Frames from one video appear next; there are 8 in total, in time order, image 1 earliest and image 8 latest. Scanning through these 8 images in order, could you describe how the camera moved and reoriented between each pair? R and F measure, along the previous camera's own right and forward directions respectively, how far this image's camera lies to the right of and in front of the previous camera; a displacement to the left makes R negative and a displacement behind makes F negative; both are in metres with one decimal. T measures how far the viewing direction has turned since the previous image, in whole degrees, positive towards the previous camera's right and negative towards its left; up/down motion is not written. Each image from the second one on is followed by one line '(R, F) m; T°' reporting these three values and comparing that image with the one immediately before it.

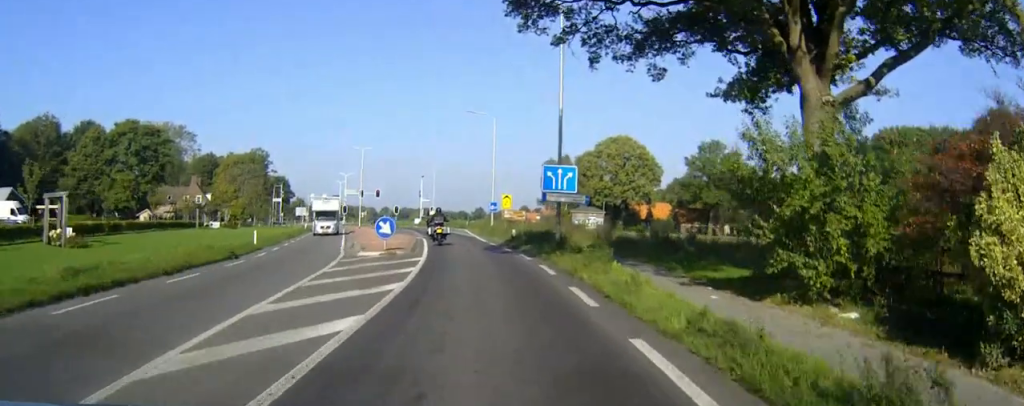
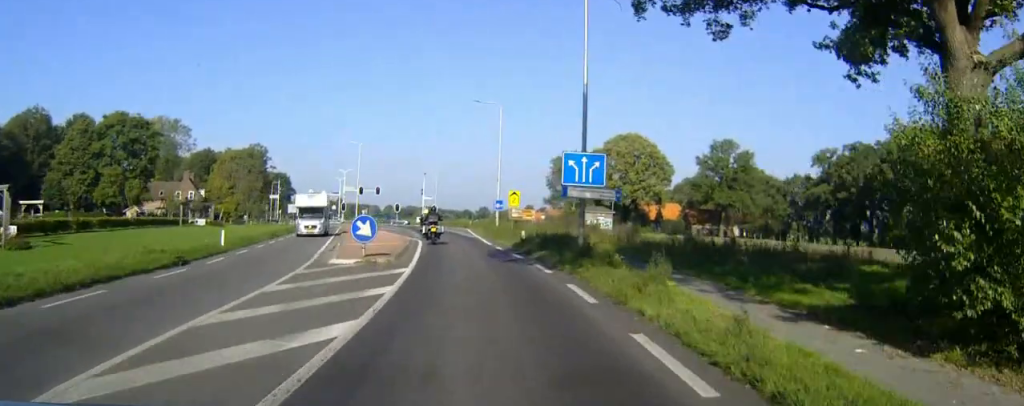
(0.0, +5.9) m; 0°
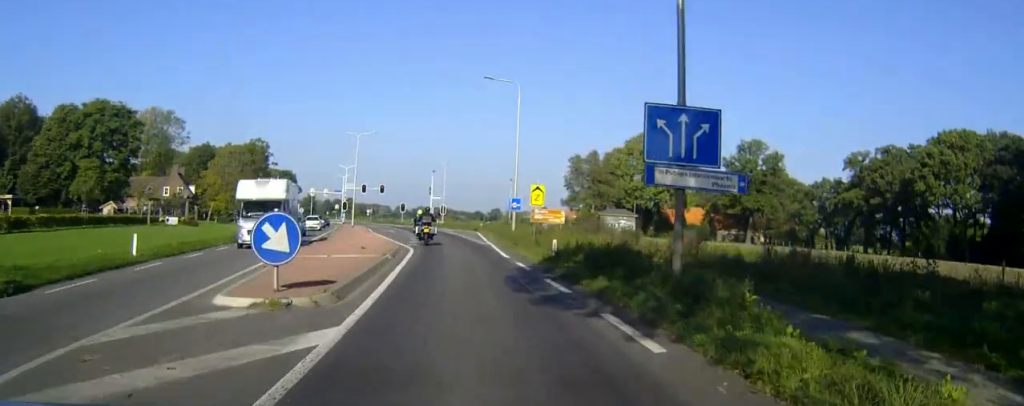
(0.0, +9.5) m; 0°
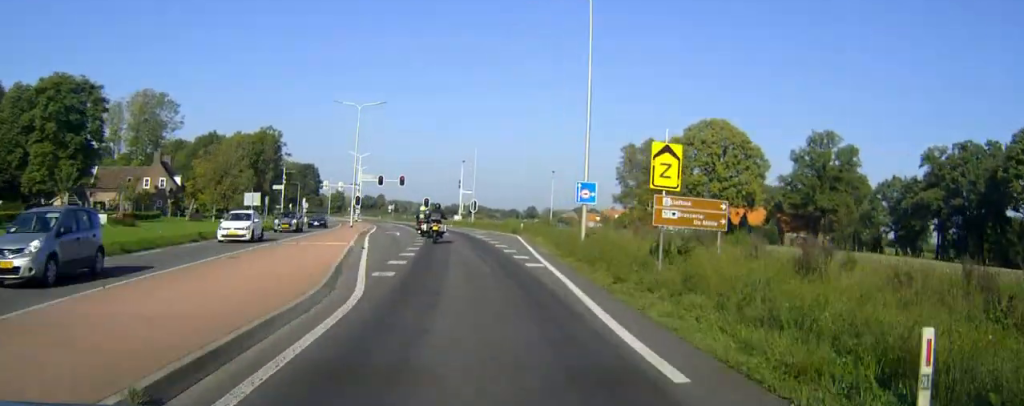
(-0.3, +18.7) m; -3°
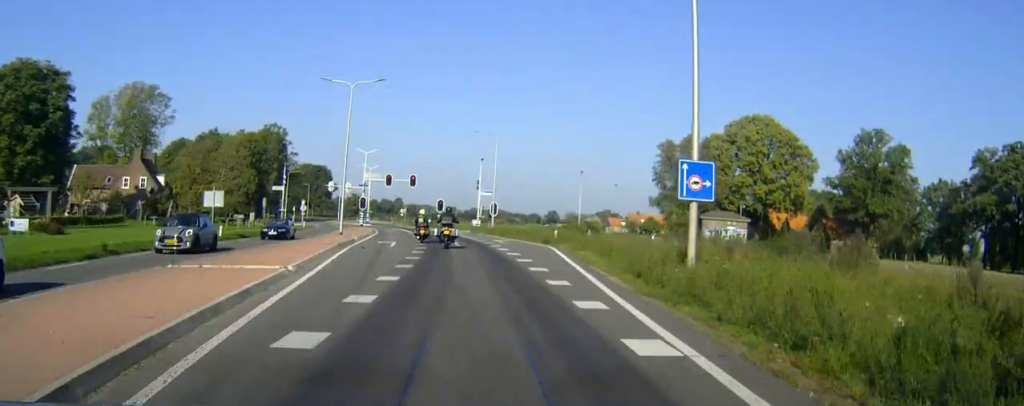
(-0.2, +12.0) m; -2°
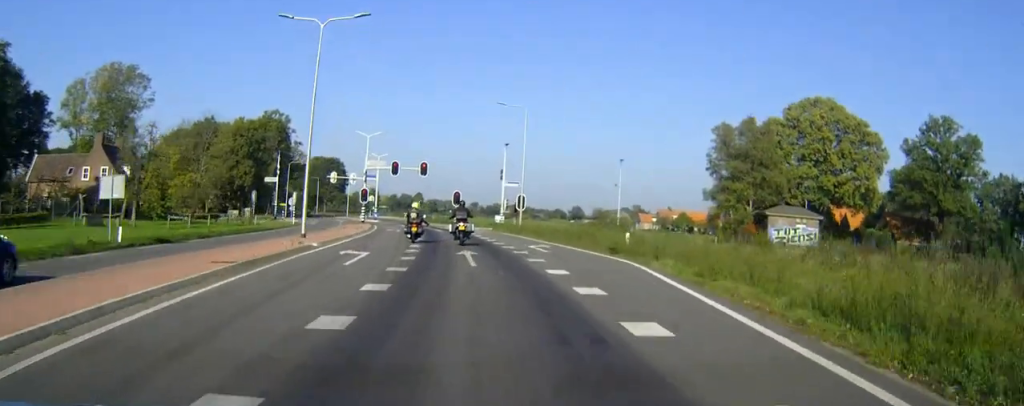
(-0.4, +15.8) m; -2°
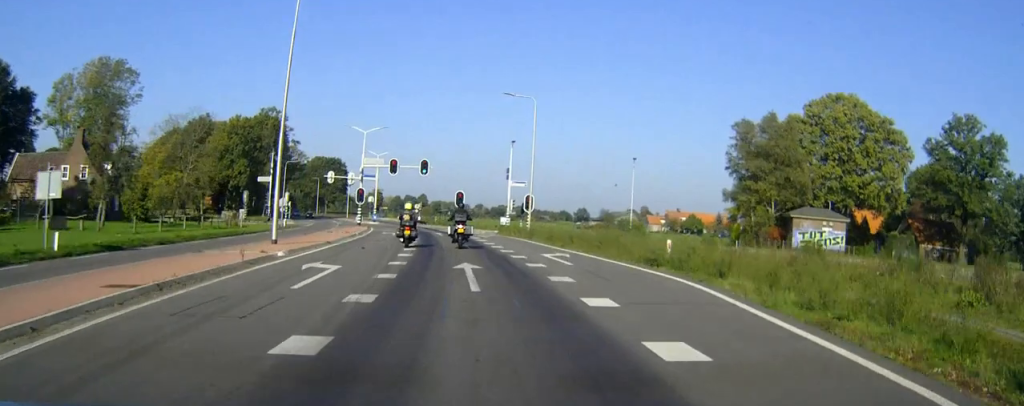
(0.0, +5.8) m; 0°
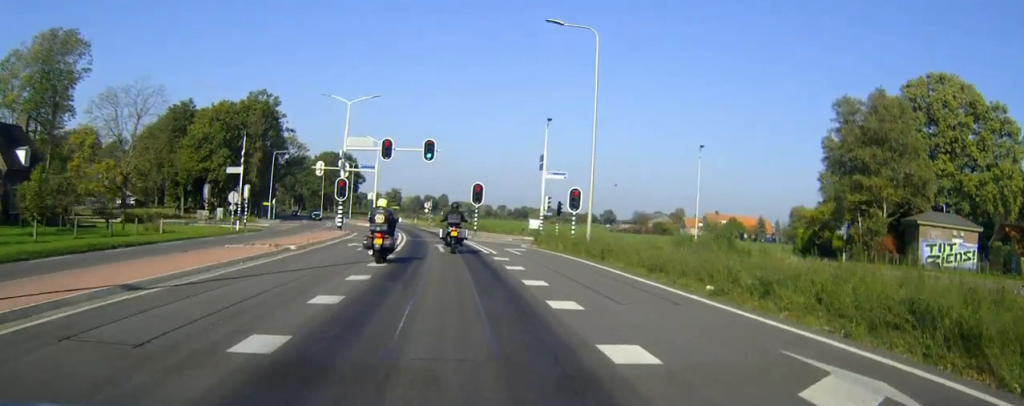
(-0.3, +20.9) m; -2°
